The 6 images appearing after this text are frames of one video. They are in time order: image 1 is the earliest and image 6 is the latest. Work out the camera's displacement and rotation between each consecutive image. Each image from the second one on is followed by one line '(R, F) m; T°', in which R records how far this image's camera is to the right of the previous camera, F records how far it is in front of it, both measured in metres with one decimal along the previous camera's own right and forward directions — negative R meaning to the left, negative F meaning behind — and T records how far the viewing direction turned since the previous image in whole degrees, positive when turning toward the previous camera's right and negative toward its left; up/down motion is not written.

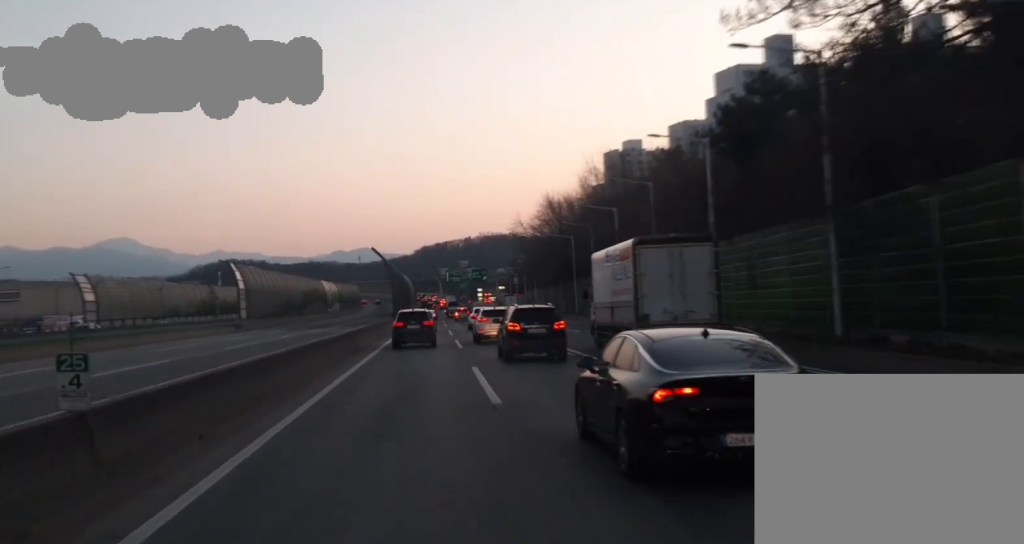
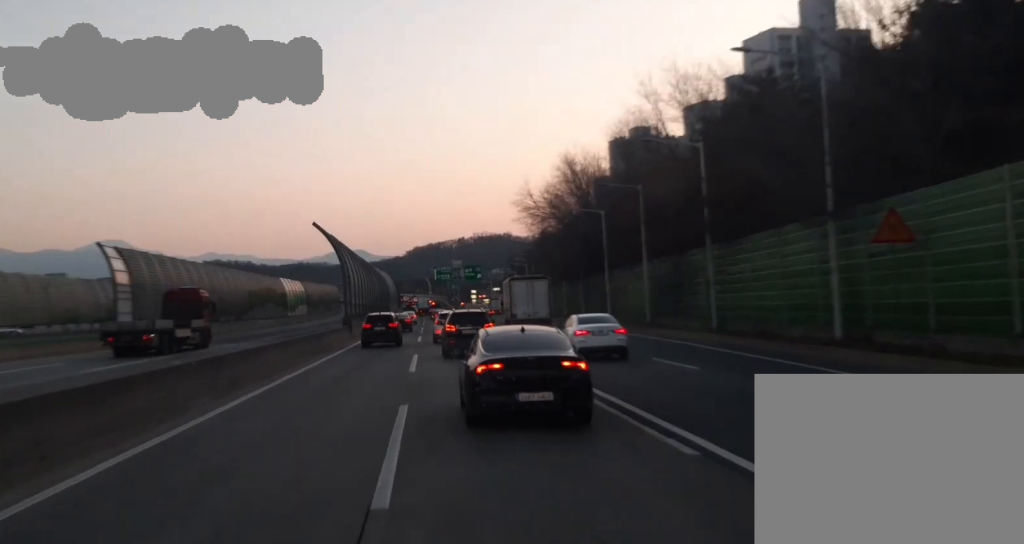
(-0.3, +31.2) m; -1°
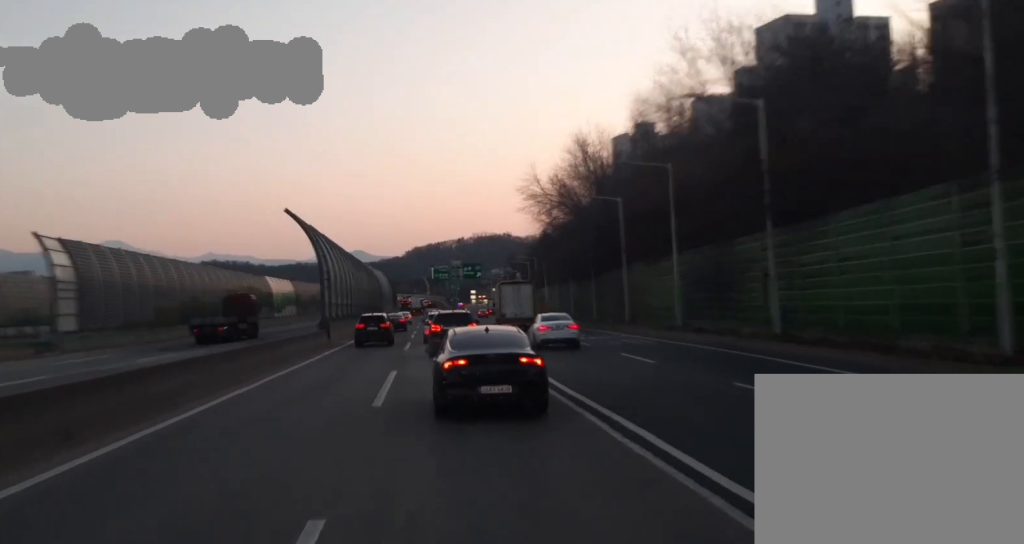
(0.0, +9.1) m; 0°
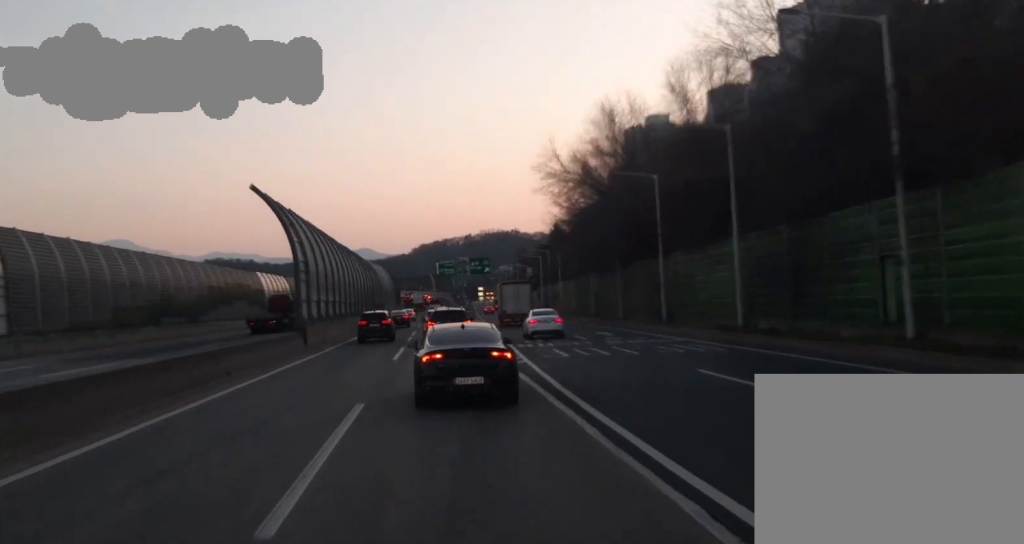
(0.0, +10.2) m; 0°
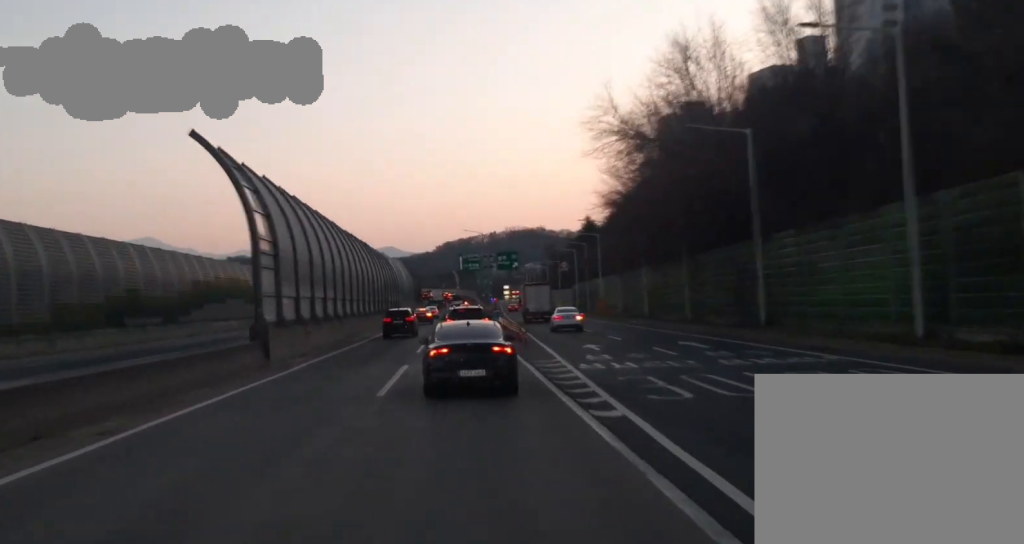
(+0.1, +13.7) m; -1°
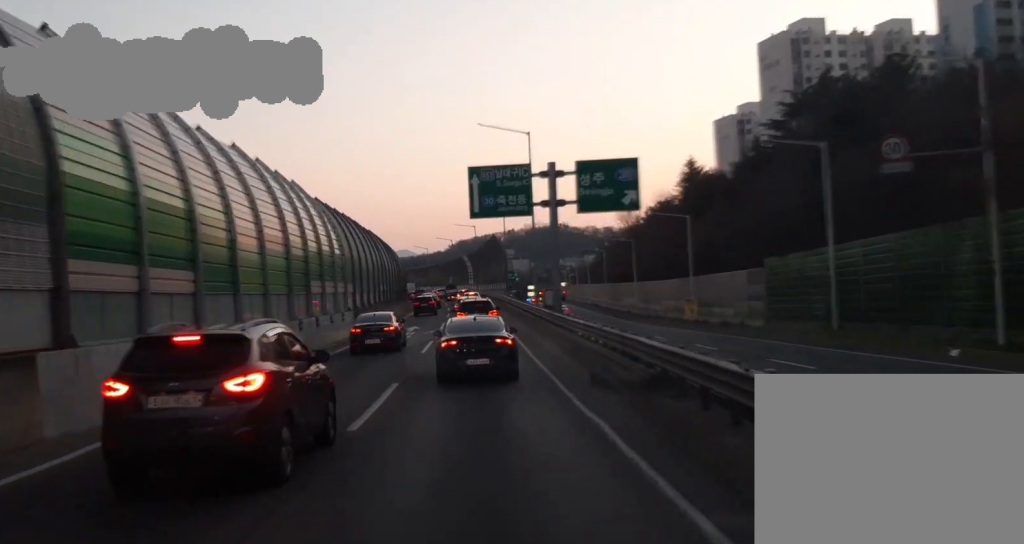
(-1.8, +92.8) m; -1°
